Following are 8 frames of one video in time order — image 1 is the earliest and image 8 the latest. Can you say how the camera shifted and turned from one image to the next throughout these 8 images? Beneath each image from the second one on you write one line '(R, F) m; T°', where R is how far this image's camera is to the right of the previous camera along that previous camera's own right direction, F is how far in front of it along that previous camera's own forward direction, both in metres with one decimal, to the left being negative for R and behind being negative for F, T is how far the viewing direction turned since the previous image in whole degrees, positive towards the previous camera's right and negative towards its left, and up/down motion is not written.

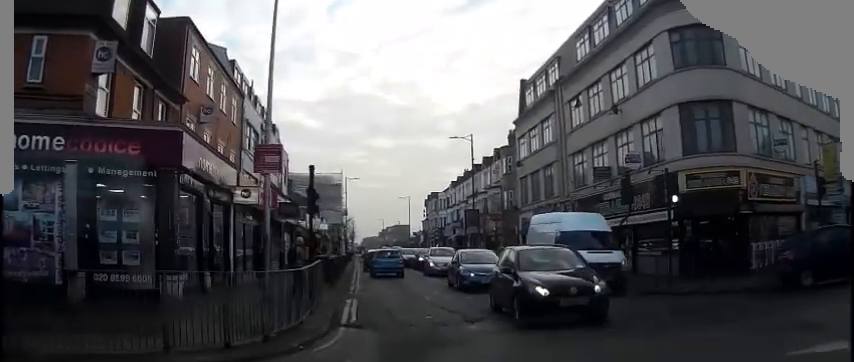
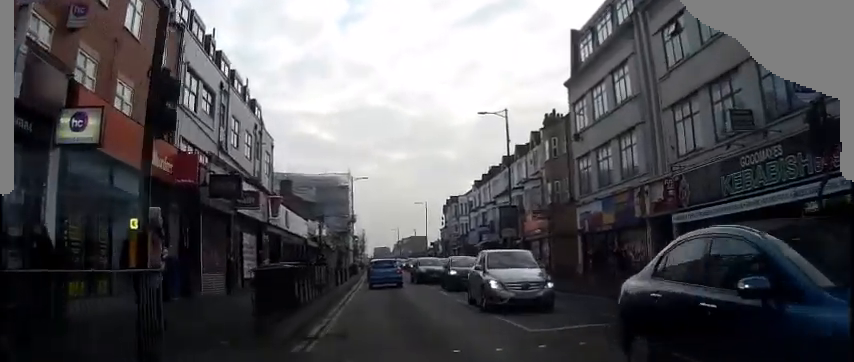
(+0.1, +11.9) m; 0°
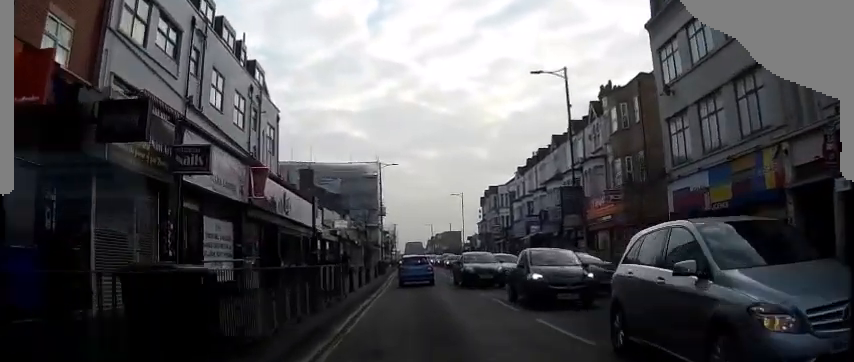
(0.0, +7.7) m; -1°
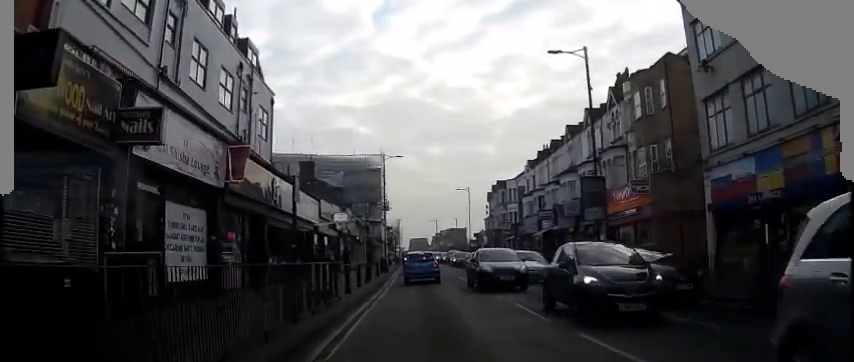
(-0.1, +3.1) m; -1°
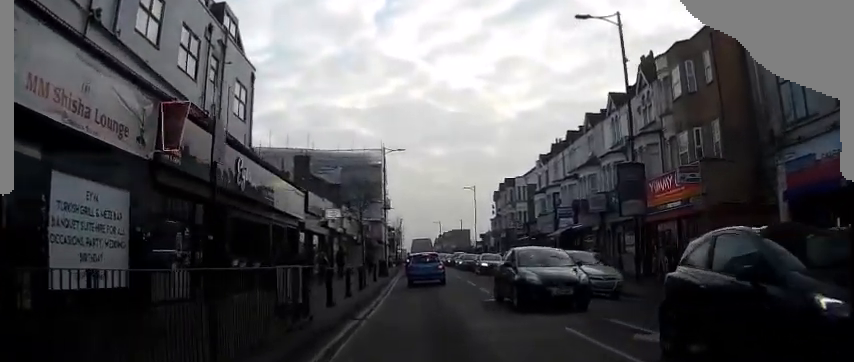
(-0.1, +5.2) m; 0°
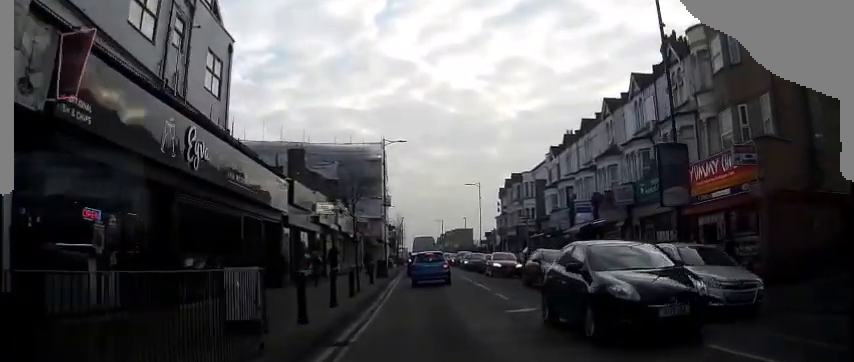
(0.0, +4.4) m; +1°
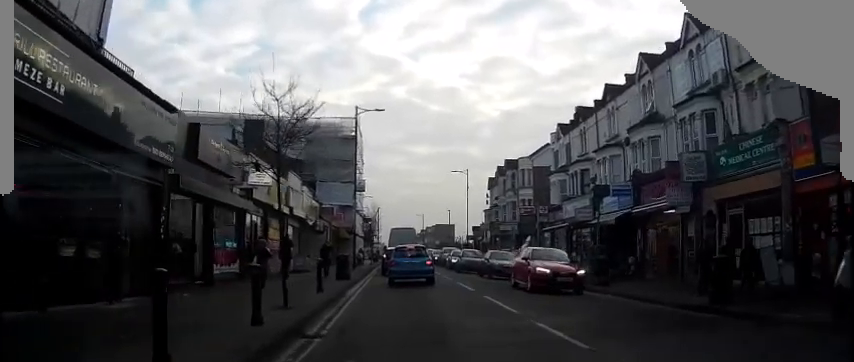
(+0.3, +9.4) m; +1°
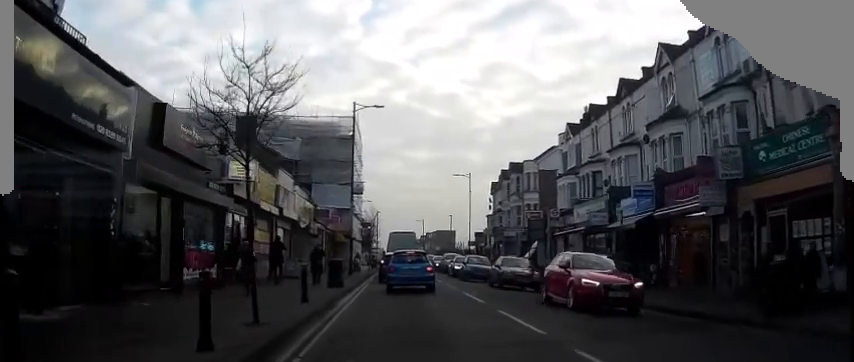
(0.0, +2.3) m; 0°
